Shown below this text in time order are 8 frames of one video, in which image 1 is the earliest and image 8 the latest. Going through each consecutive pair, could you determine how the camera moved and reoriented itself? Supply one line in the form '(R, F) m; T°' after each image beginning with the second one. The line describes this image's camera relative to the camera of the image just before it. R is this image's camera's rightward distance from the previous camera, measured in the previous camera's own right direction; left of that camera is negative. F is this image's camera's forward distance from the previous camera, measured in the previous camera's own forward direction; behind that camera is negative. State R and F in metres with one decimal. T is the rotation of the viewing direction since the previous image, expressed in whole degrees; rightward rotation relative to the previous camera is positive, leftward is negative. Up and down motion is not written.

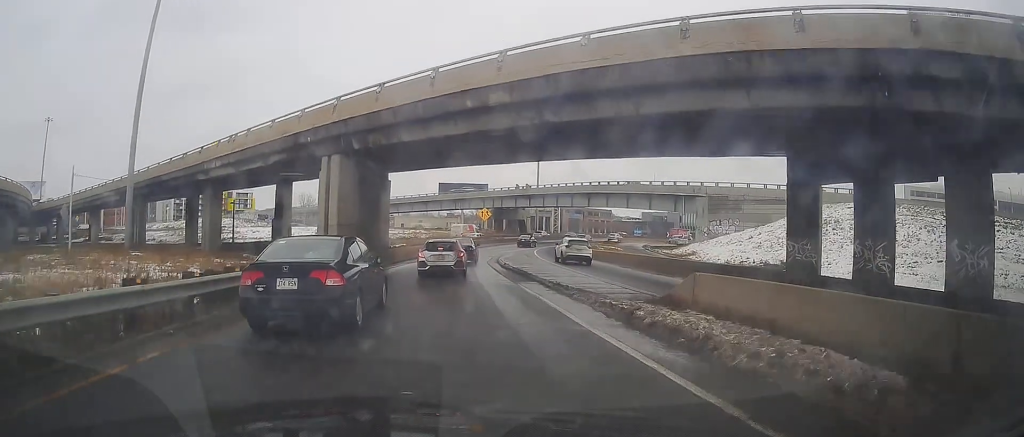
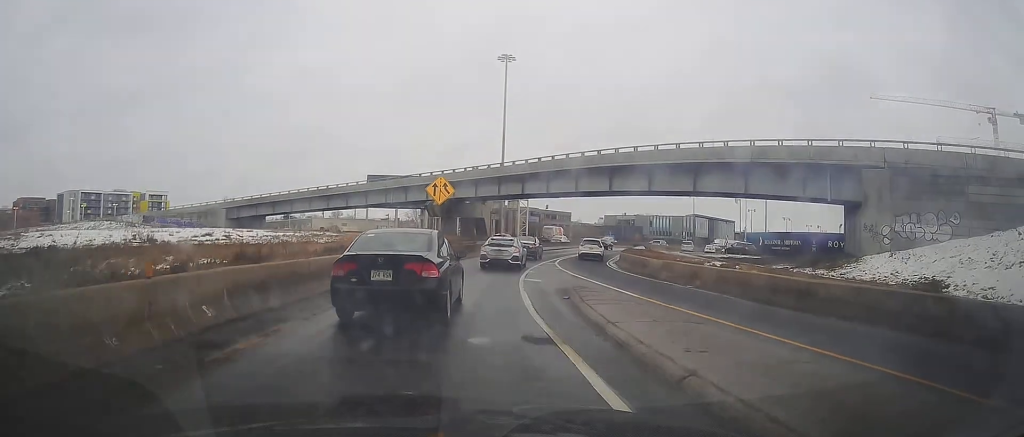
(-0.5, +35.9) m; +1°
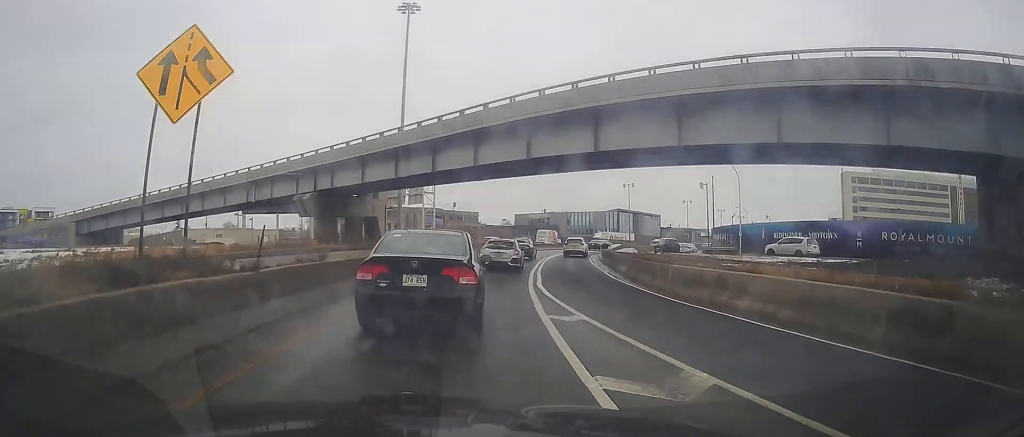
(+2.1, +22.4) m; +11°
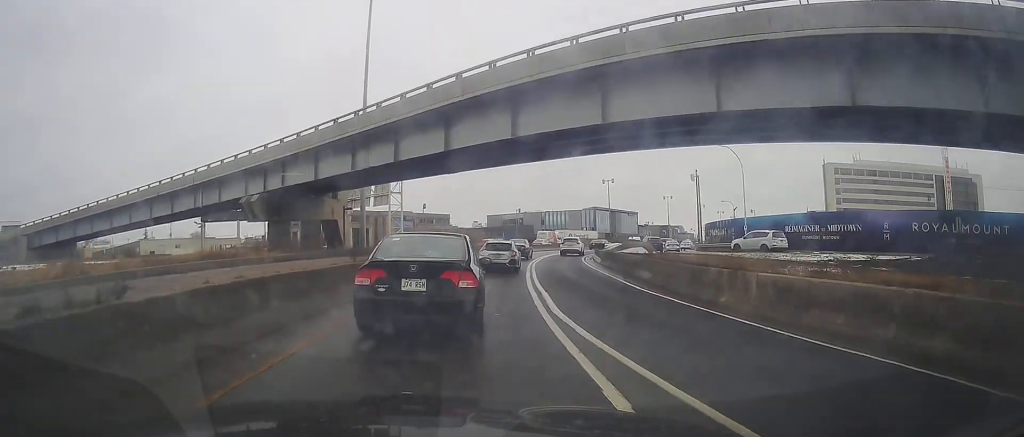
(+0.3, +6.9) m; +4°
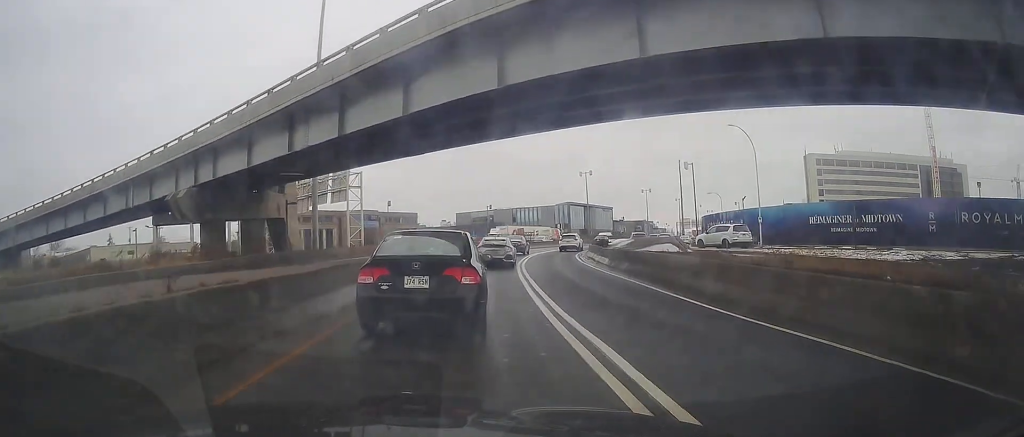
(+0.2, +8.1) m; +4°
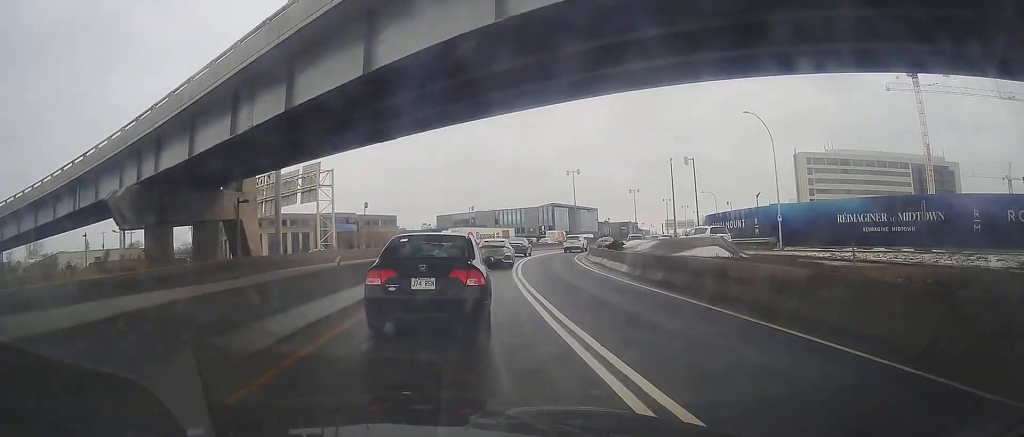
(+0.3, +5.7) m; +2°
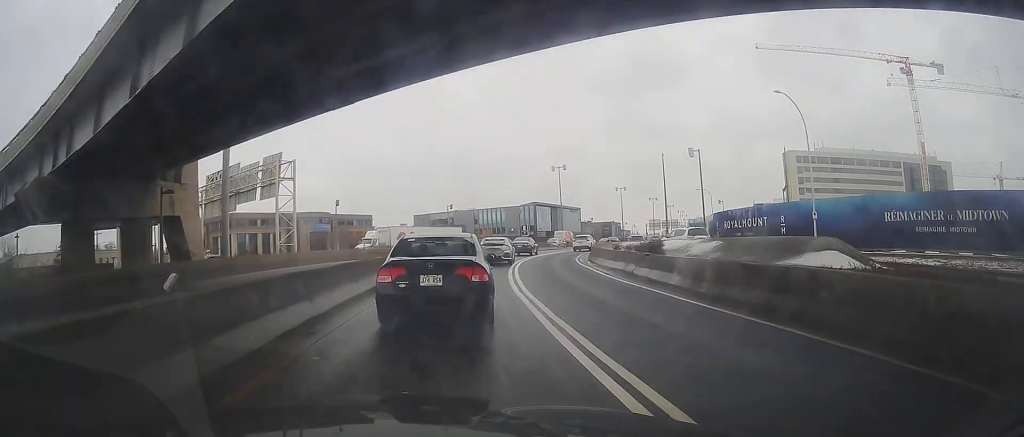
(+0.2, +6.8) m; +3°
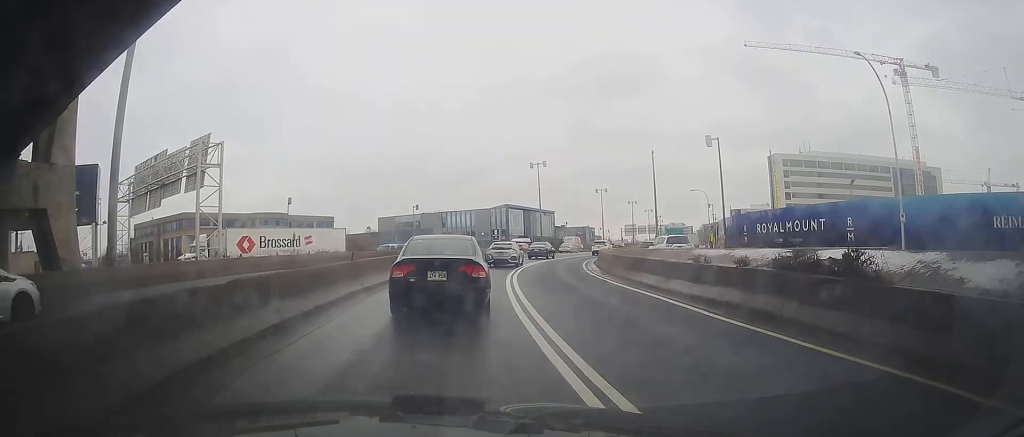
(+0.2, +10.9) m; +4°
